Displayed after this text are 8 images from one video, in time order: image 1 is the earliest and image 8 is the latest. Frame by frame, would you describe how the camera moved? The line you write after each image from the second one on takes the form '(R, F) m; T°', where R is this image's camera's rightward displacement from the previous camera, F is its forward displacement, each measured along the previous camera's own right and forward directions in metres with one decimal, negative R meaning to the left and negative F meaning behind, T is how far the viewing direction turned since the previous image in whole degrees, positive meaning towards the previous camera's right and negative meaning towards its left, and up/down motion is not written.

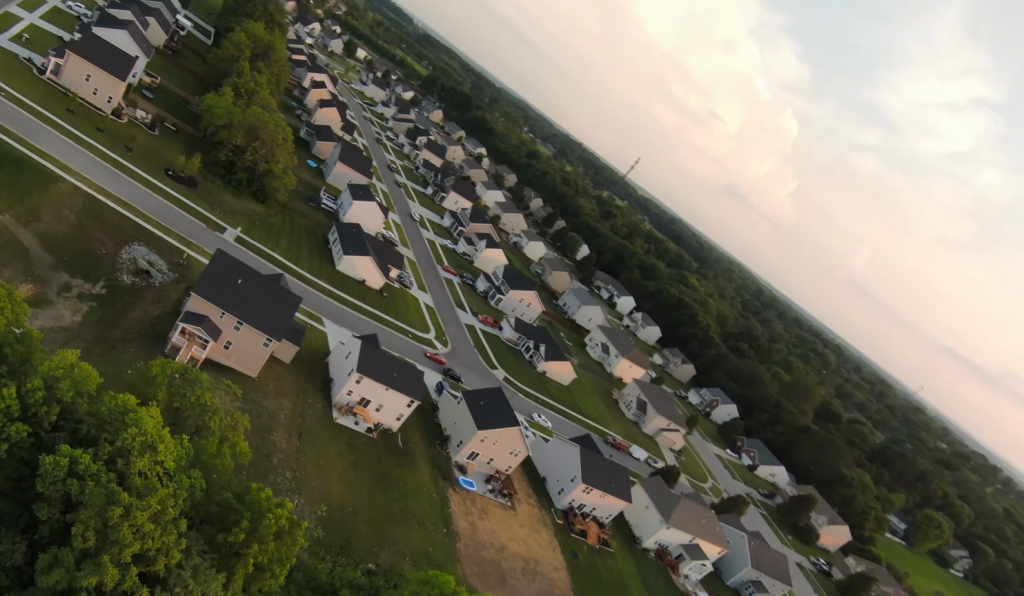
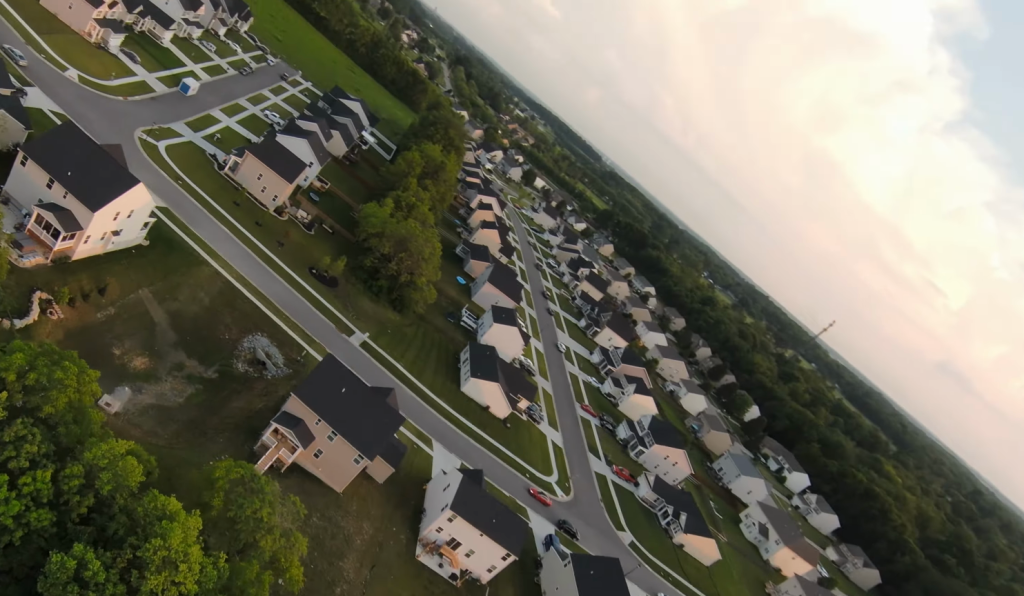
(-0.5, +7.2) m; -19°
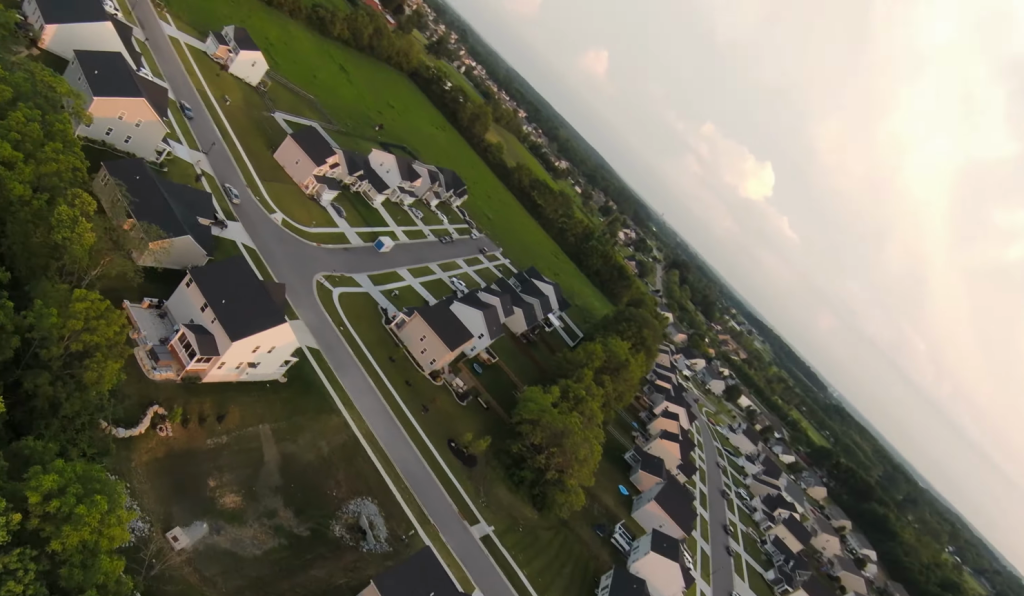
(-2.7, +9.8) m; -17°
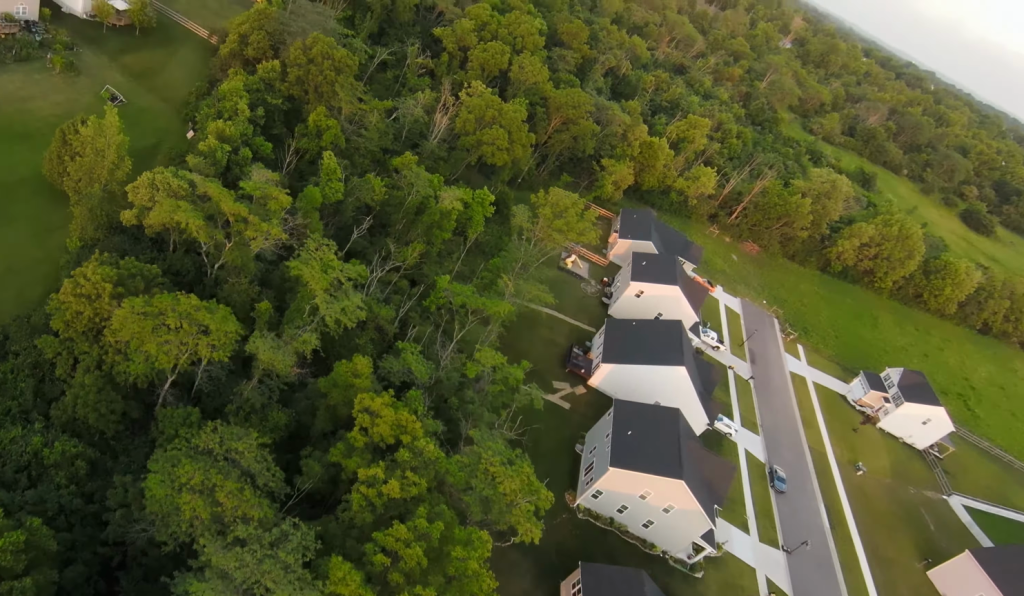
(-21.5, +46.6) m; -35°
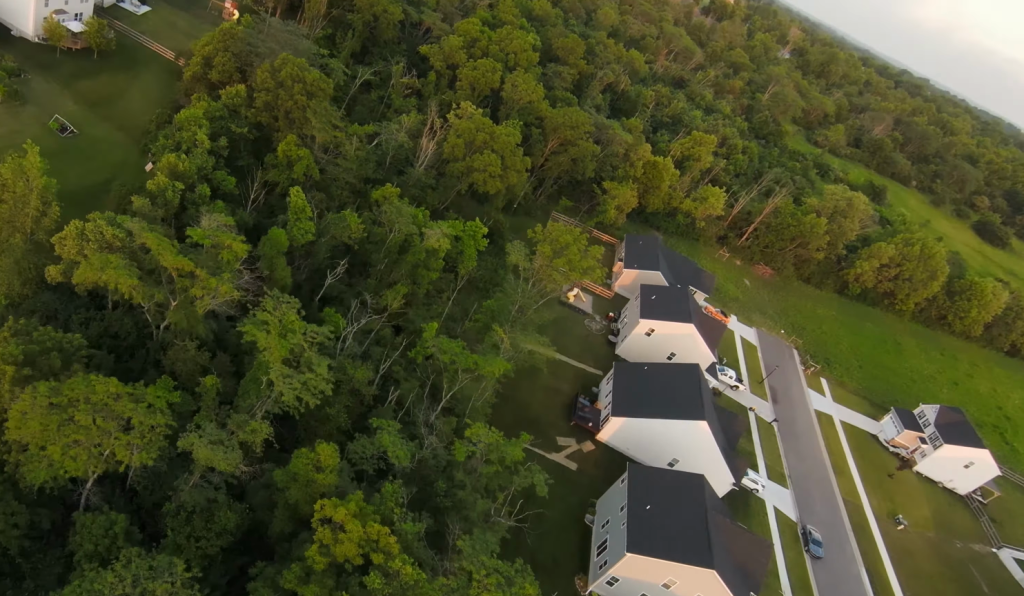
(-0.3, +14.7) m; -2°
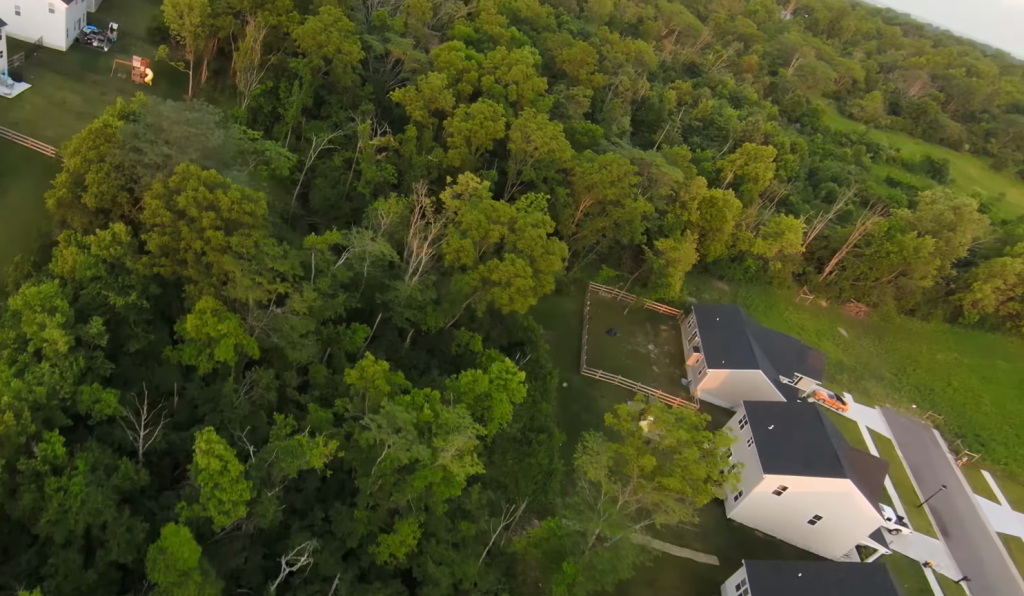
(-0.7, +44.3) m; 0°
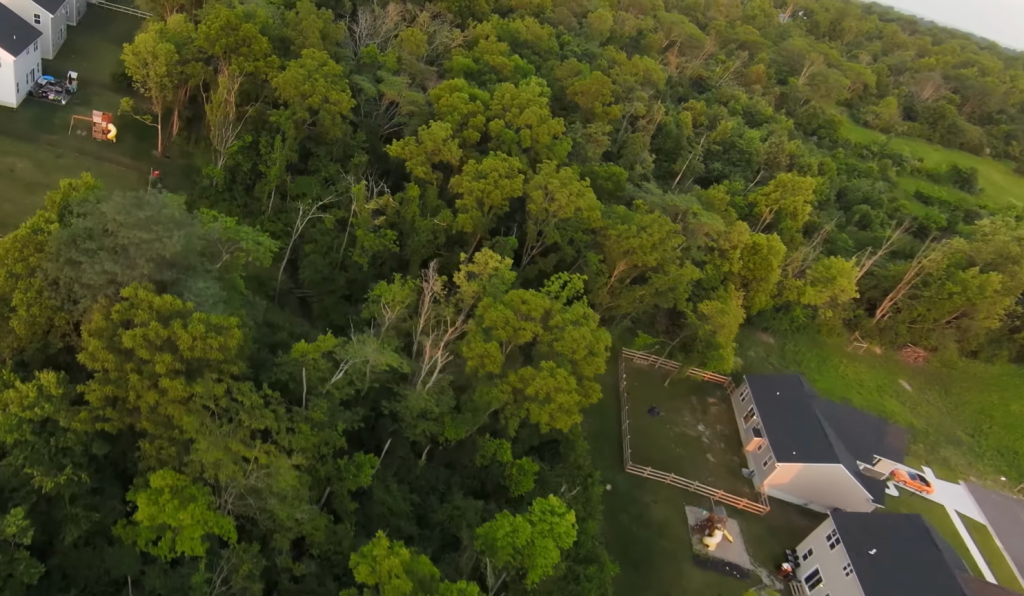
(+0.1, +16.7) m; +1°
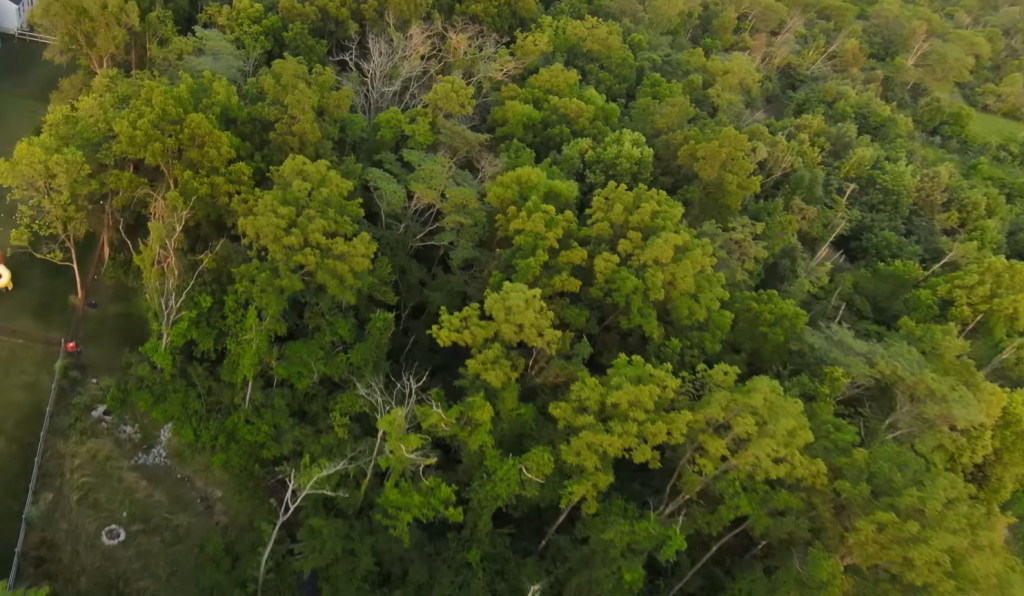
(+0.4, +40.9) m; +1°
